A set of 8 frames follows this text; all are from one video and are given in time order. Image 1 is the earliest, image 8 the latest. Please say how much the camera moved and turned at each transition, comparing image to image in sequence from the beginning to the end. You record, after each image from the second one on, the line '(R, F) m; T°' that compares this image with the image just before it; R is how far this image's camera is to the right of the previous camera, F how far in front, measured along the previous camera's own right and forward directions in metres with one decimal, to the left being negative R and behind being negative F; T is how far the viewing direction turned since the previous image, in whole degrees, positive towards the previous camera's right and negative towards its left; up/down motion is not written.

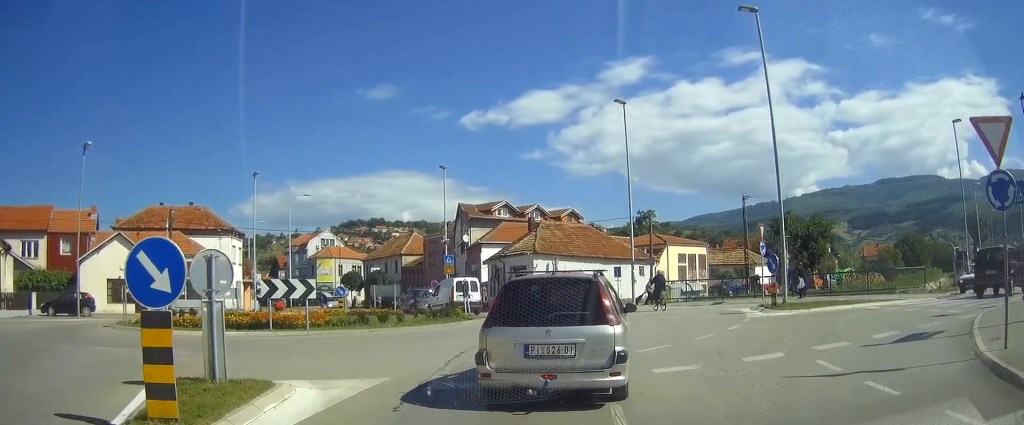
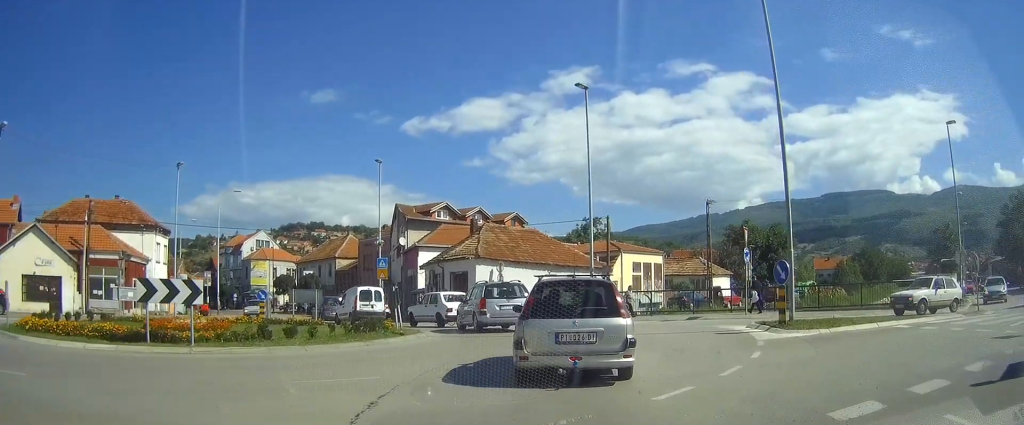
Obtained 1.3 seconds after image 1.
(+0.3, +4.6) m; +4°
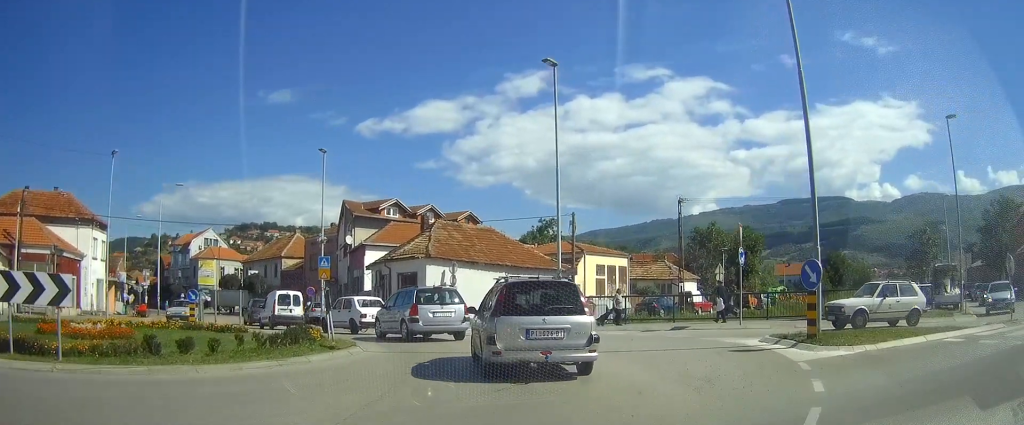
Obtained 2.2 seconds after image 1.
(0.0, +3.8) m; -3°
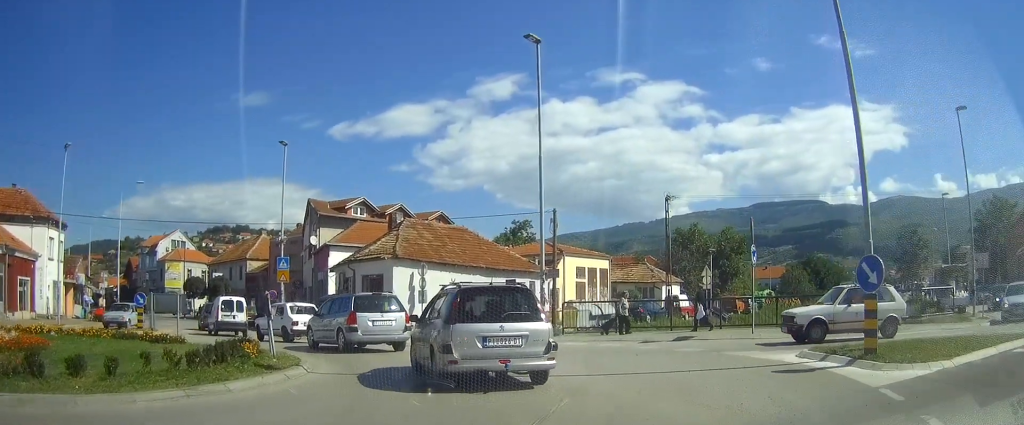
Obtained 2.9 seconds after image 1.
(-0.3, +3.2) m; -2°
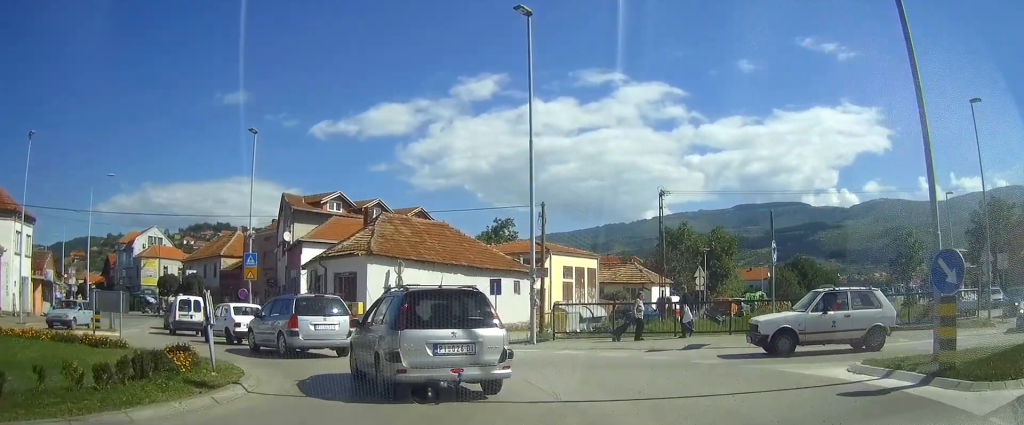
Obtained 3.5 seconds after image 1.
(+0.1, +2.7) m; +4°
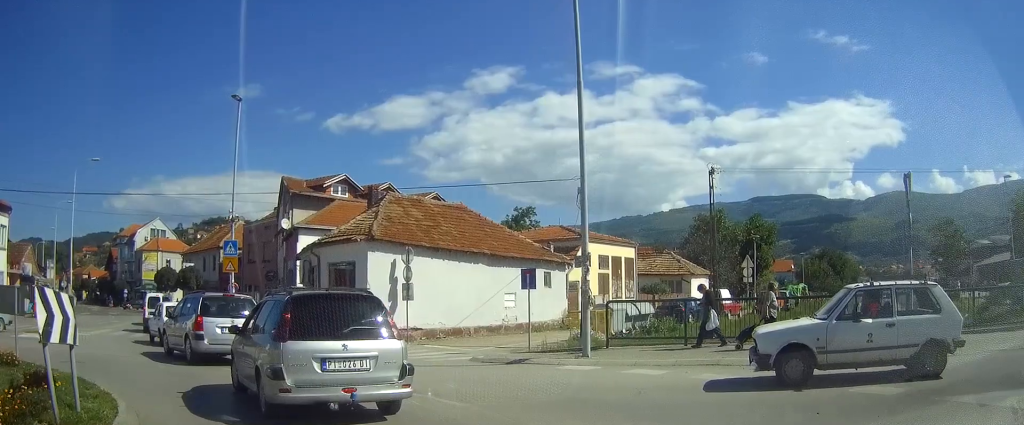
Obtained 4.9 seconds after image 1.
(+0.3, +5.8) m; +2°
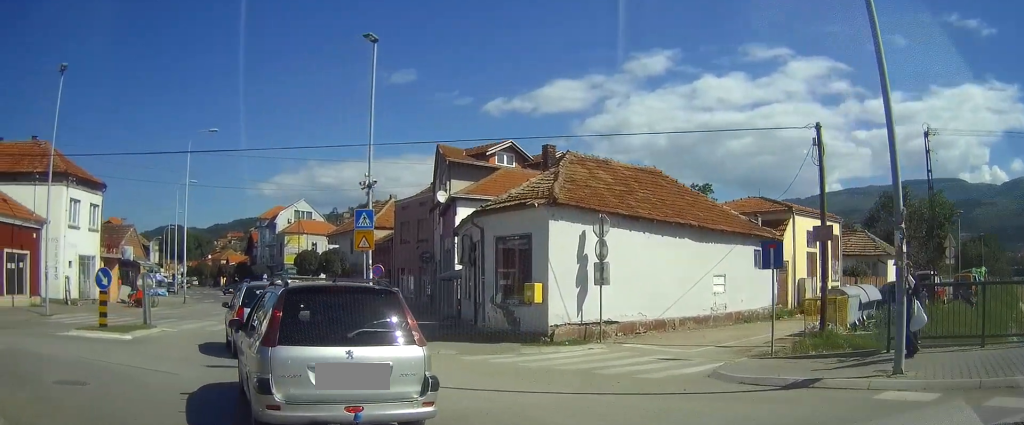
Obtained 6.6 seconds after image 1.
(-1.1, +6.2) m; -27°
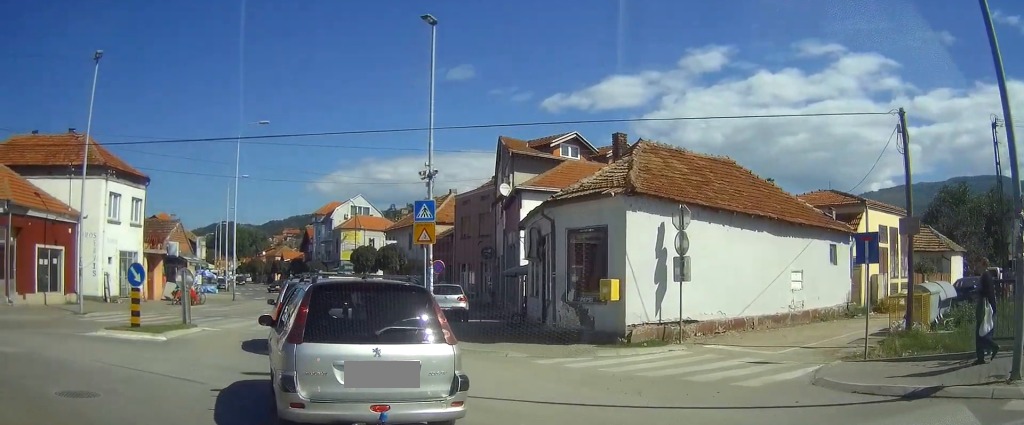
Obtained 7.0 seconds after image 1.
(-0.1, +1.7) m; -8°
